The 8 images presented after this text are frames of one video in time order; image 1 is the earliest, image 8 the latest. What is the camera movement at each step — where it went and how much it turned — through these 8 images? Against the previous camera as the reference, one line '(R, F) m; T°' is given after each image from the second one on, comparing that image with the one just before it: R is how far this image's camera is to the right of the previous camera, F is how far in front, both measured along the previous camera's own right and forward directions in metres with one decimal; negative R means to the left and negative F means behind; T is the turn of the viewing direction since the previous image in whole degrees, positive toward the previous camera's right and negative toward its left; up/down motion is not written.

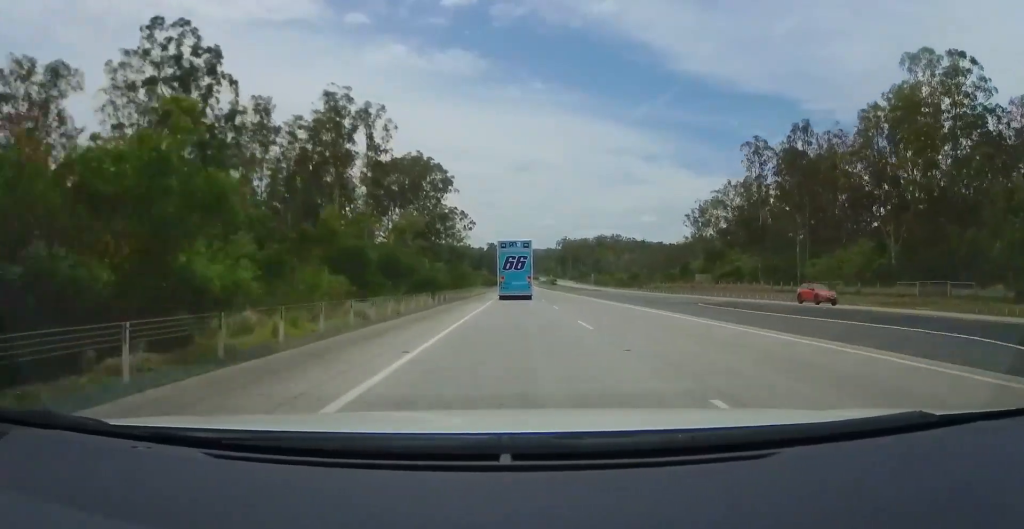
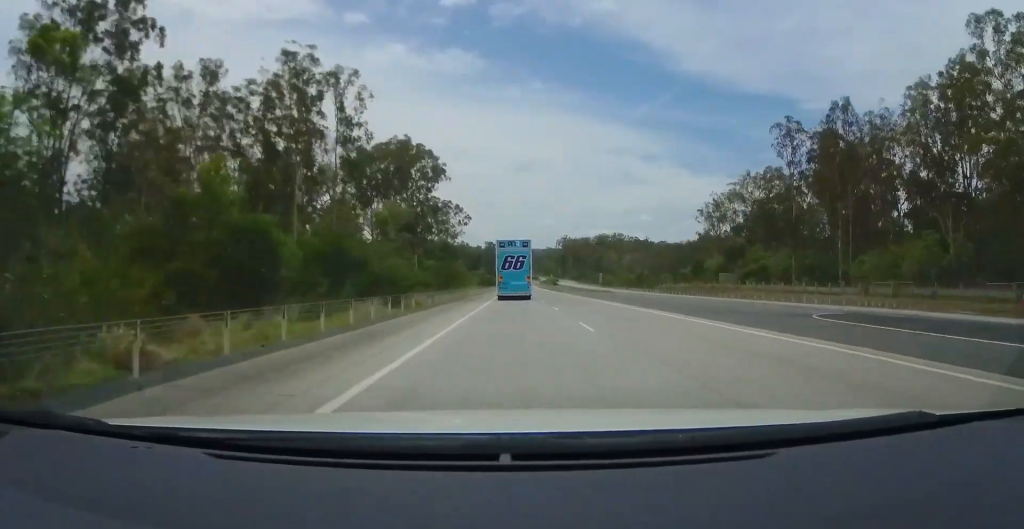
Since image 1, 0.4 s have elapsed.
(0.0, +12.3) m; 0°
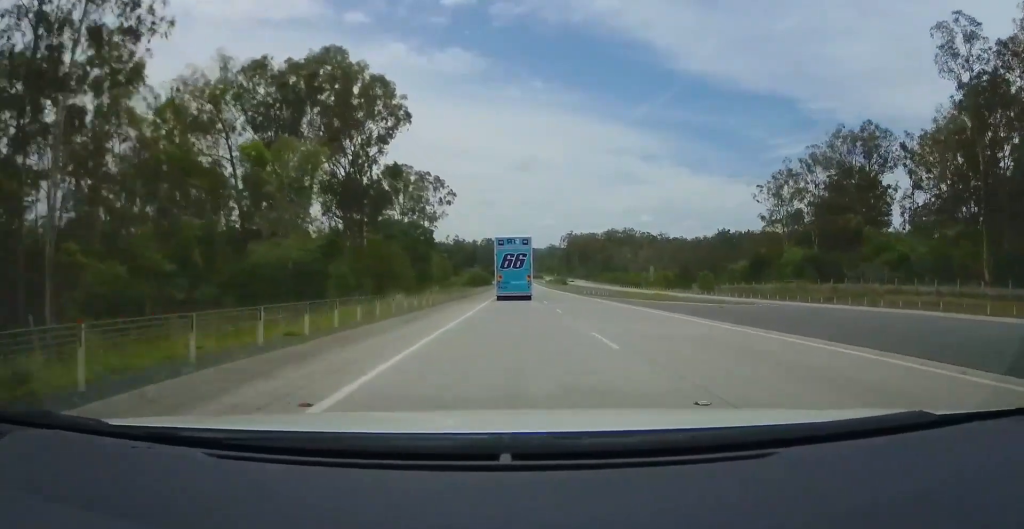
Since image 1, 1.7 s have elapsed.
(+0.3, +39.2) m; +1°
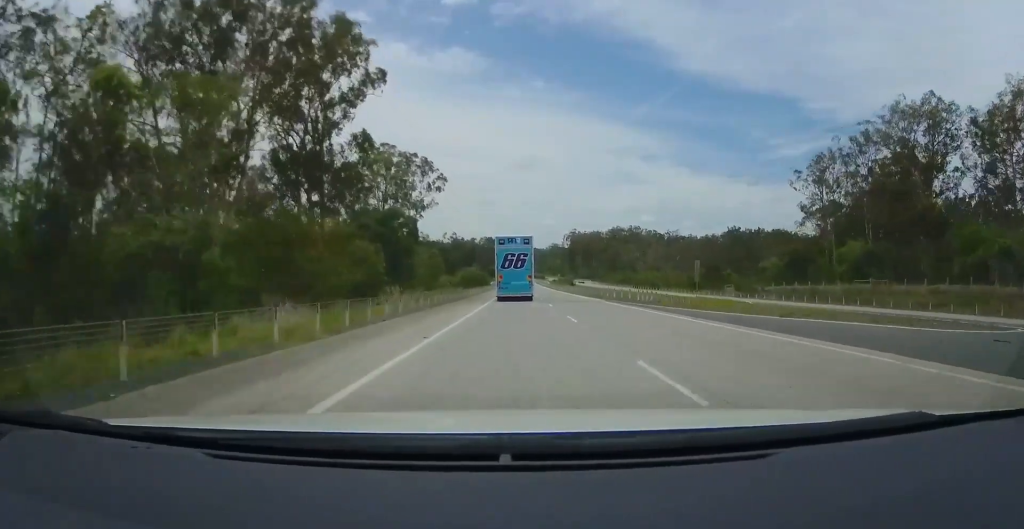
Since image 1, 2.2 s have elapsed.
(+0.2, +15.9) m; 0°
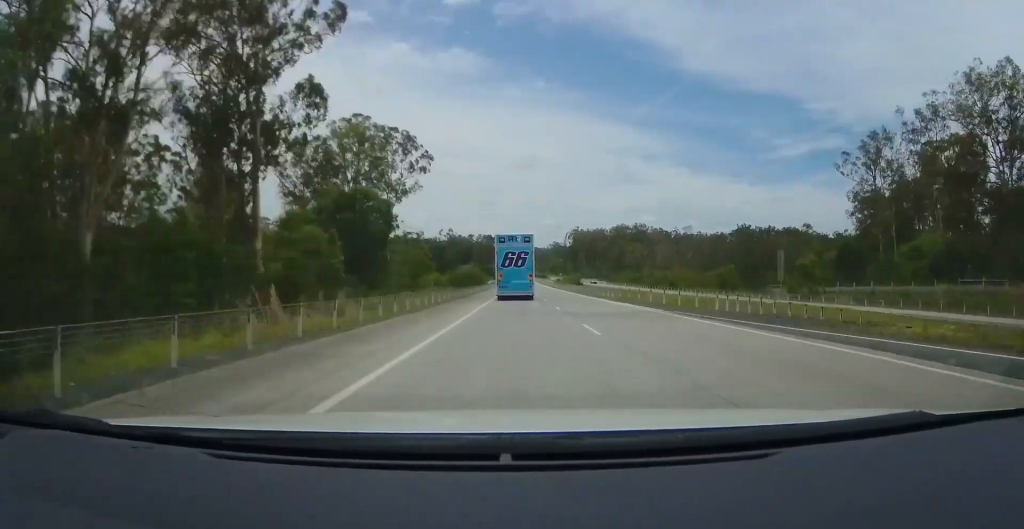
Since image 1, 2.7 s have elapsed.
(-0.1, +15.8) m; 0°
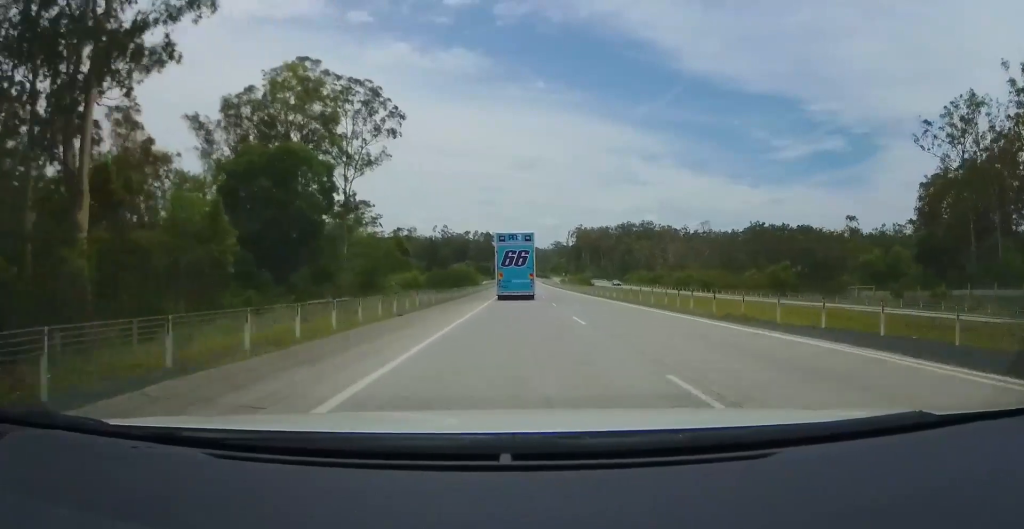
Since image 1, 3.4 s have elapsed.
(-0.1, +20.6) m; -1°
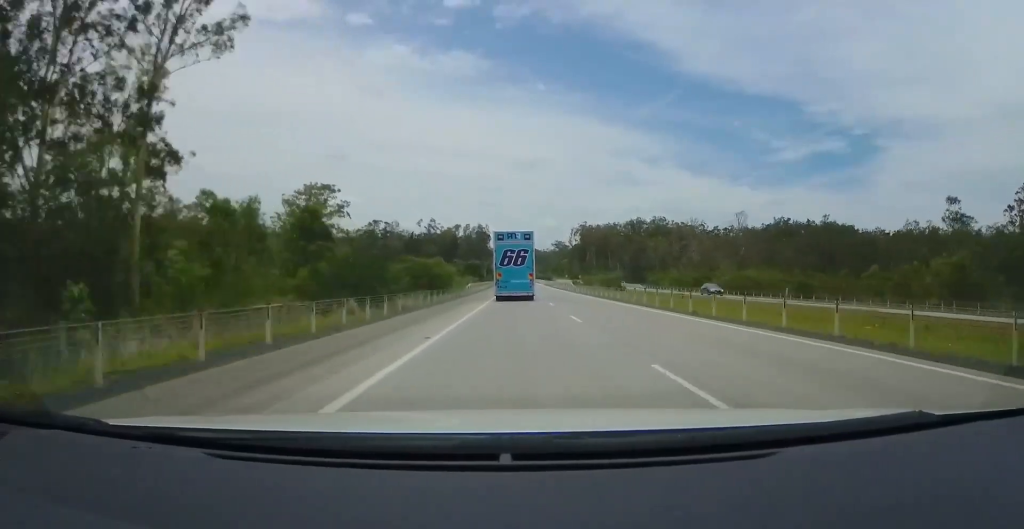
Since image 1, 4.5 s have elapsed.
(-0.1, +33.7) m; +1°
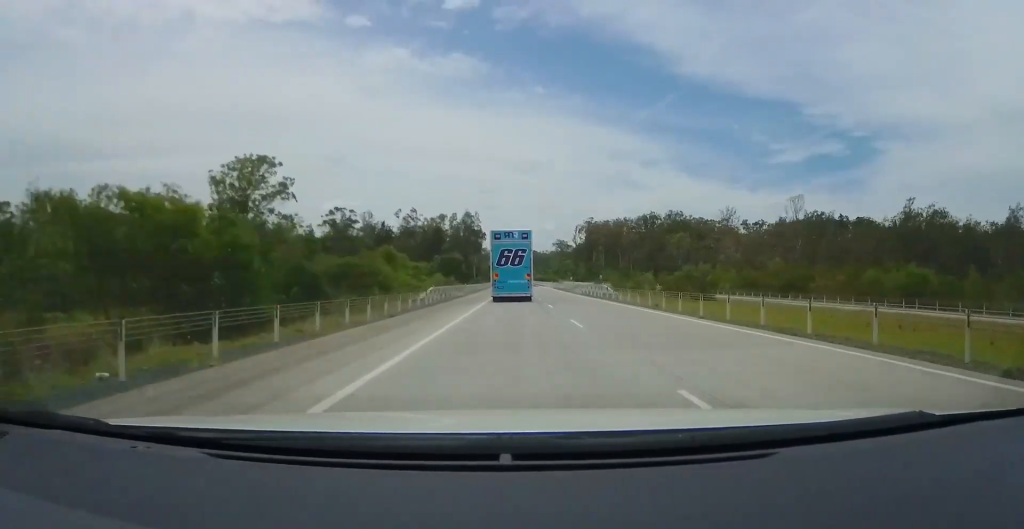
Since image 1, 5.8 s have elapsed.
(+0.8, +36.8) m; +2°
